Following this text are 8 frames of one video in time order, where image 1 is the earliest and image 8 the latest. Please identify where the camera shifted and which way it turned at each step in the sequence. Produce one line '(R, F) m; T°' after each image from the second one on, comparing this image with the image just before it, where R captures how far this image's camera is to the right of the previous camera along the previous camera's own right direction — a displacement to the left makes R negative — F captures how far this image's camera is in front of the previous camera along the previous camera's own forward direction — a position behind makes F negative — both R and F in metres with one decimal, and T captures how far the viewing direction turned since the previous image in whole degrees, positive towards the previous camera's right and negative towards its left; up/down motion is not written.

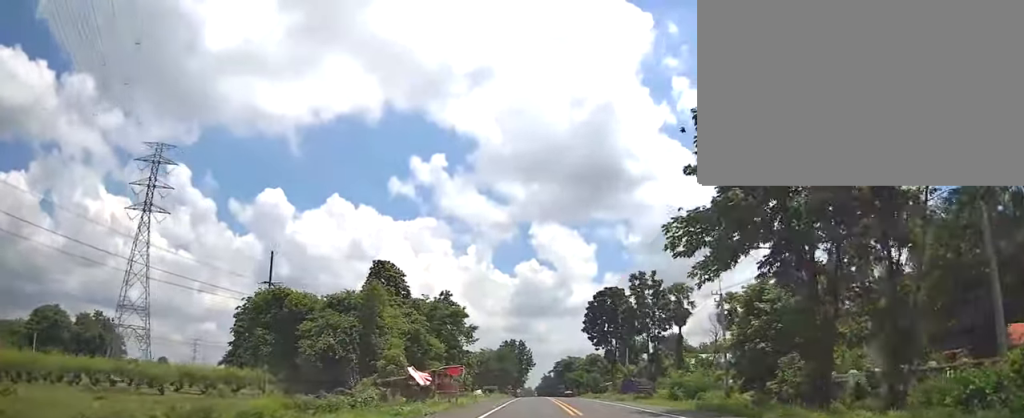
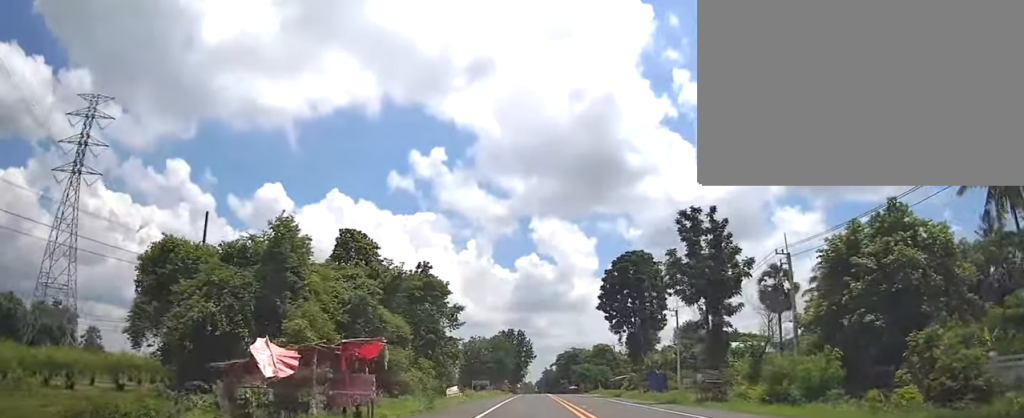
(-0.4, +18.1) m; -1°
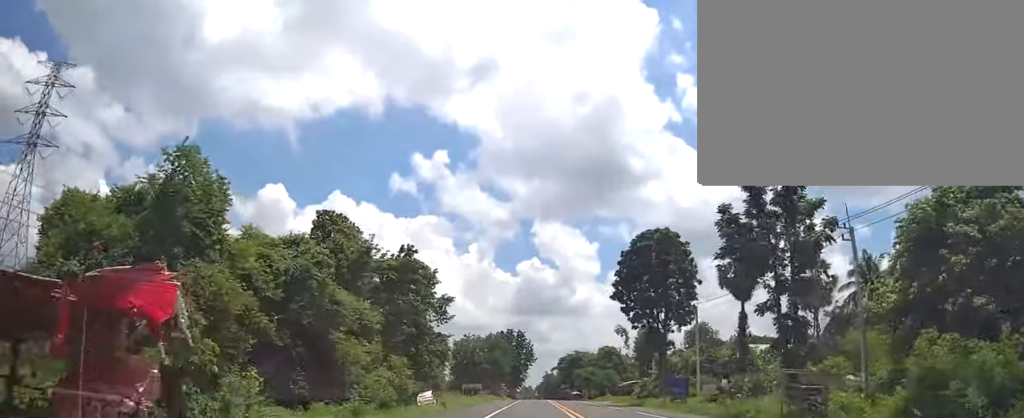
(-0.1, +10.3) m; -1°
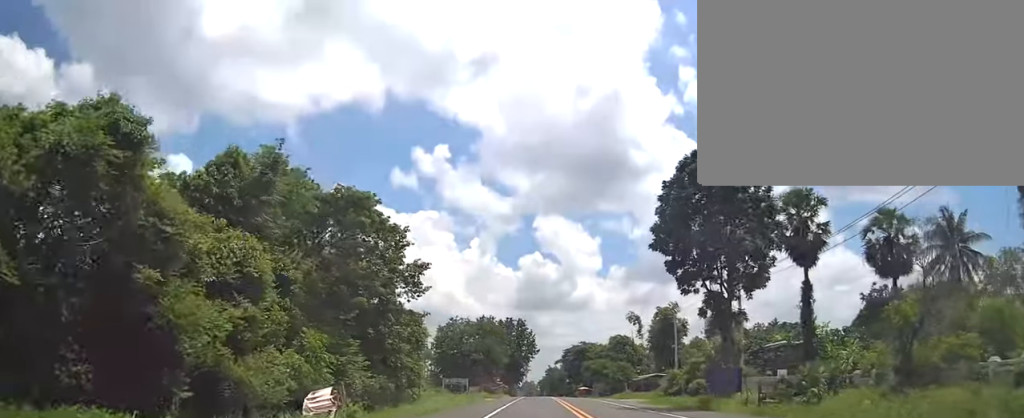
(-0.1, +15.7) m; +1°
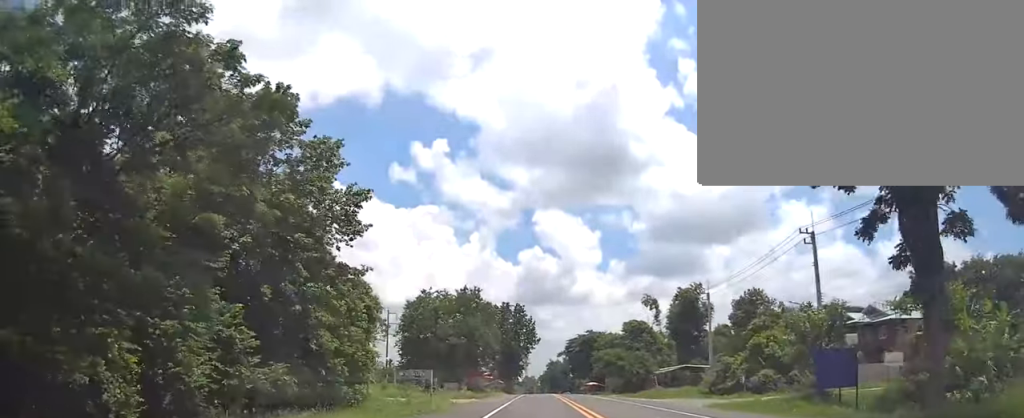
(+0.2, +17.7) m; +1°
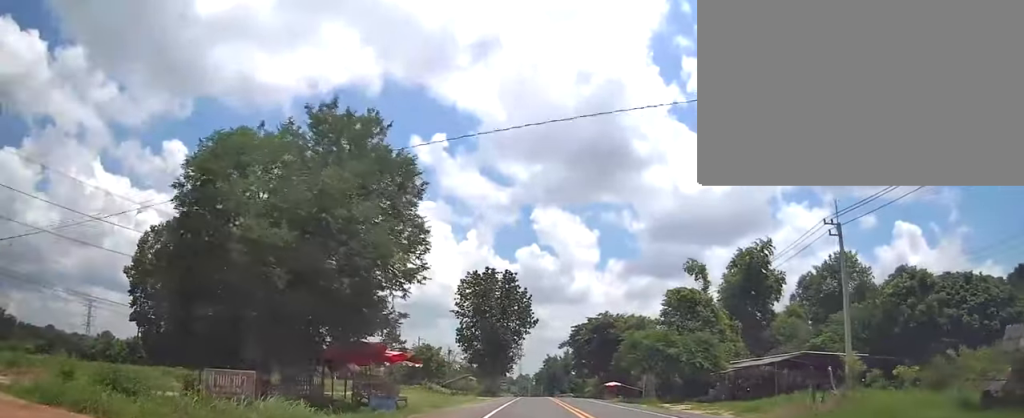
(-0.1, +33.9) m; -2°
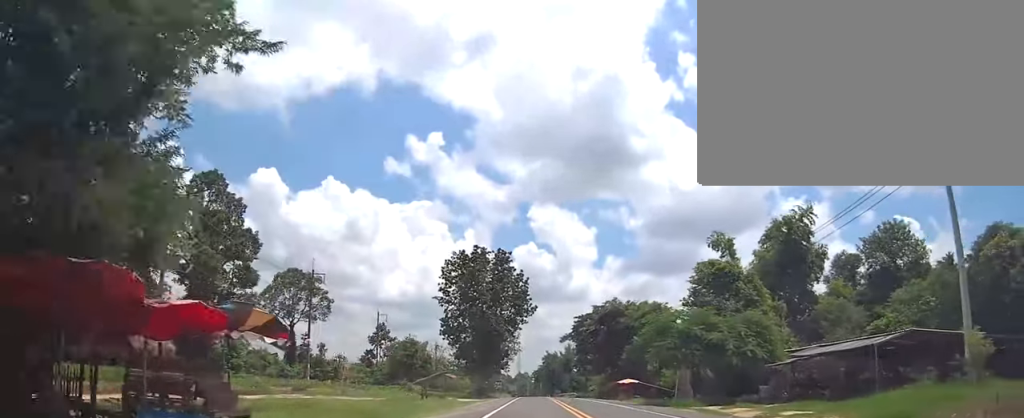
(-0.1, +12.6) m; 0°
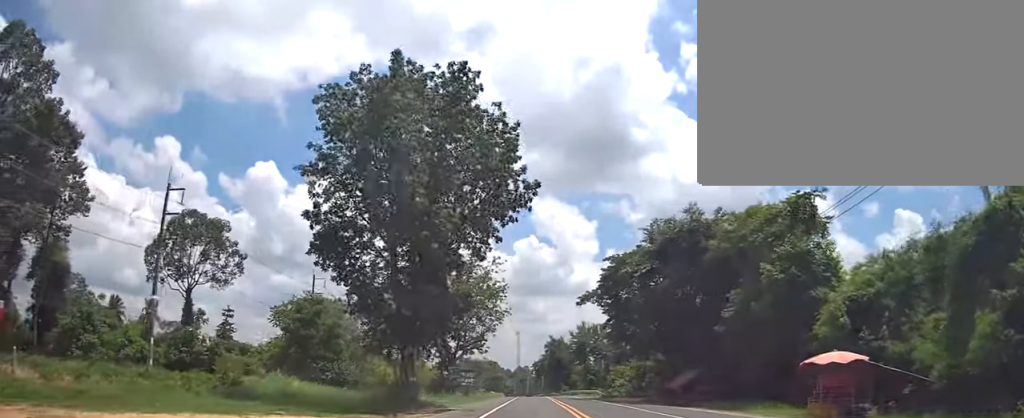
(+1.0, +41.4) m; +1°
